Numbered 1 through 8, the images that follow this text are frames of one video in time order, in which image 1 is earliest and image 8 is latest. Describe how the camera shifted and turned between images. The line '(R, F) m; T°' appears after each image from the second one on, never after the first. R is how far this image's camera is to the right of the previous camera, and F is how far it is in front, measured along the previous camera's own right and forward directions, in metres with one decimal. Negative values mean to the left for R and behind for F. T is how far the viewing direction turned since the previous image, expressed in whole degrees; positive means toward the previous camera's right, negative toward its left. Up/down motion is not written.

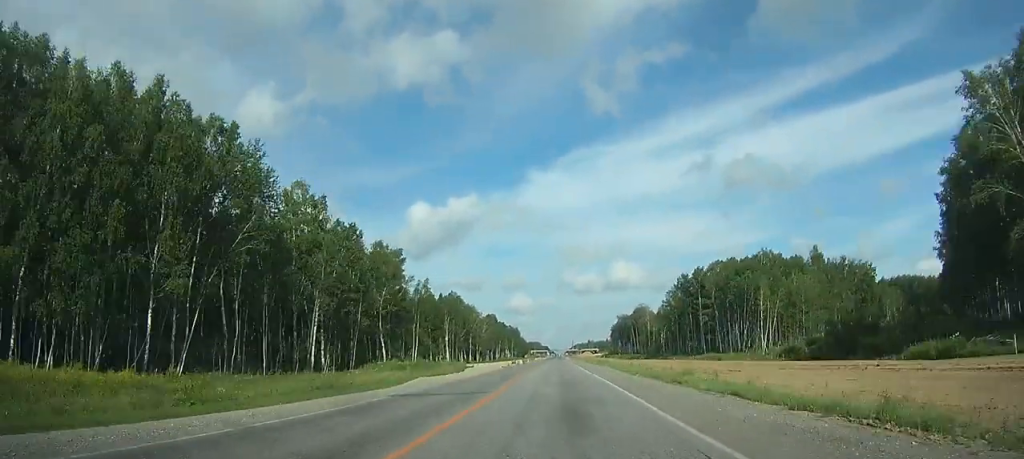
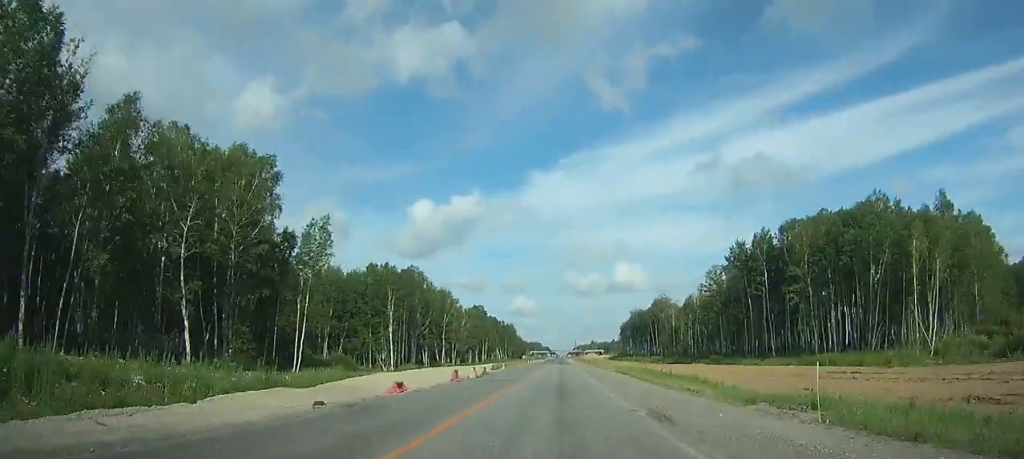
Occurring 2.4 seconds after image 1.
(0.0, +52.7) m; 0°
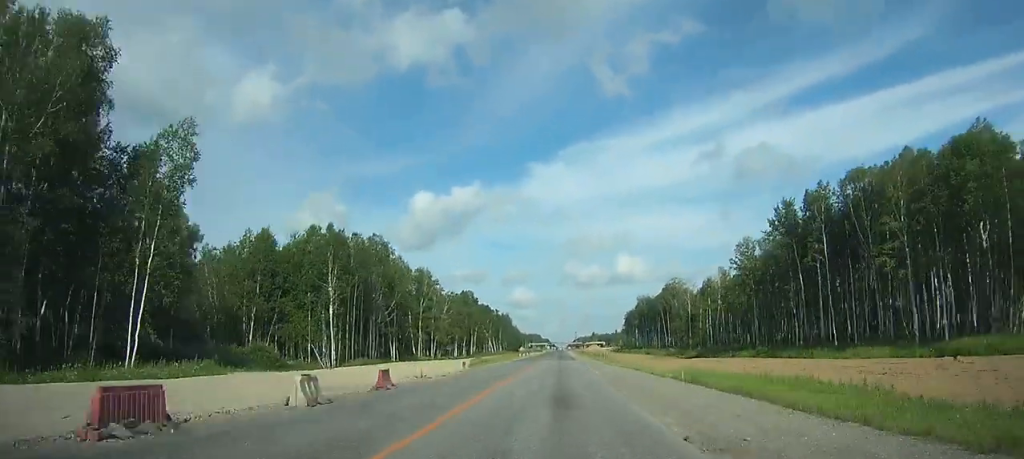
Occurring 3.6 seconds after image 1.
(0.0, +25.2) m; 0°
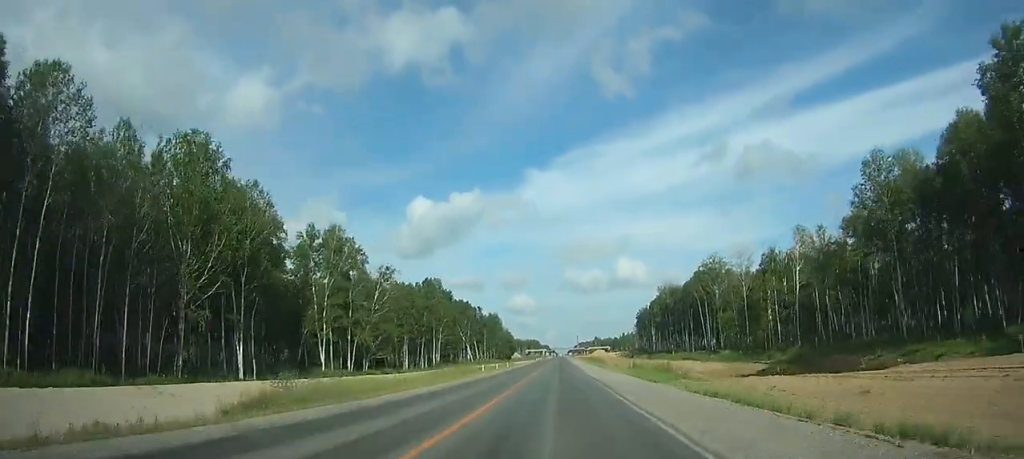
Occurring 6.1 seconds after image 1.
(+0.8, +47.5) m; +3°
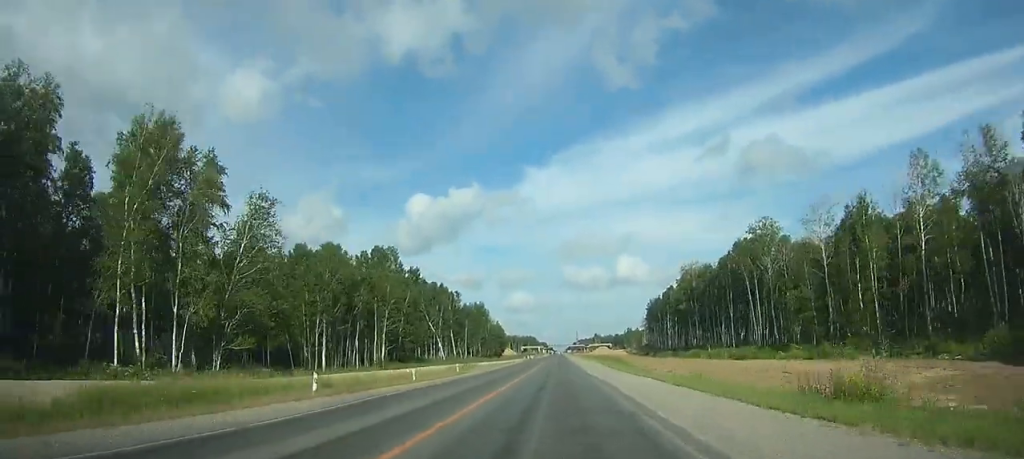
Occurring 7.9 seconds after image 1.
(+0.9, +32.6) m; +1°
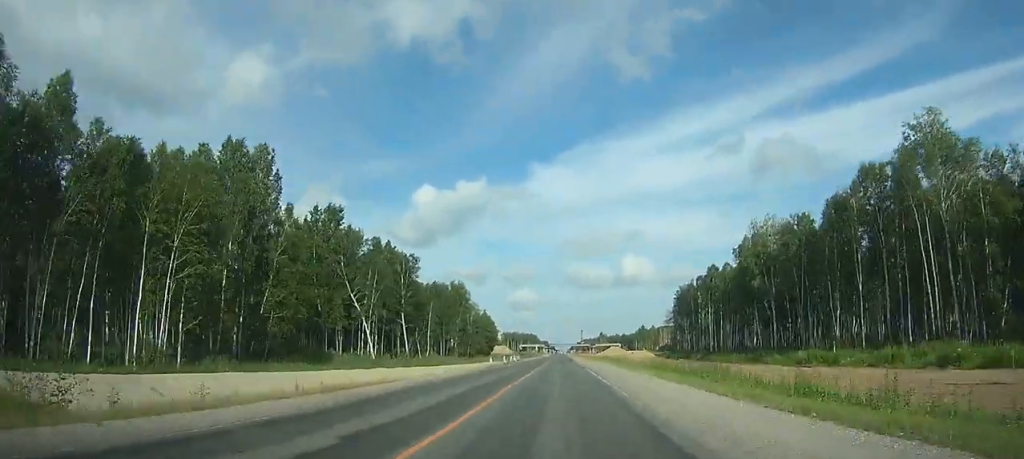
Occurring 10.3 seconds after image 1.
(-1.0, +47.1) m; -5°
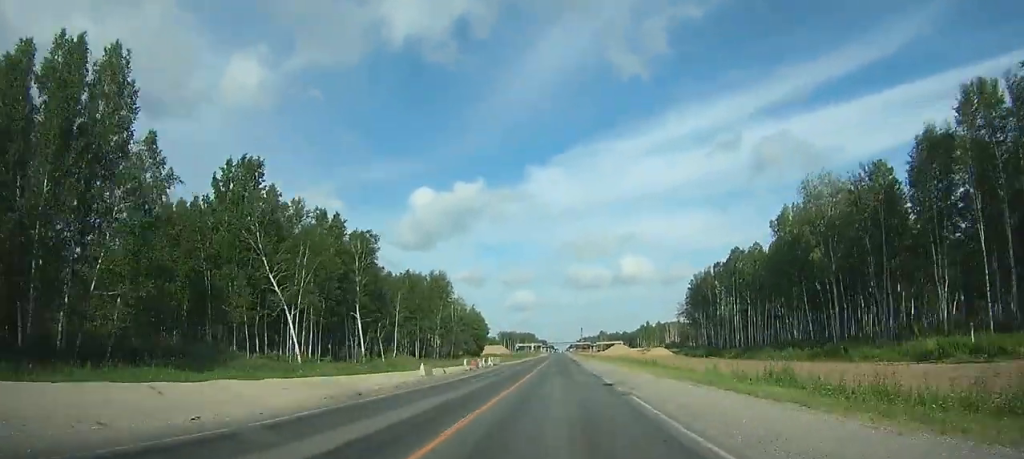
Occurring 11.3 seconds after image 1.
(-0.3, +23.3) m; -3°
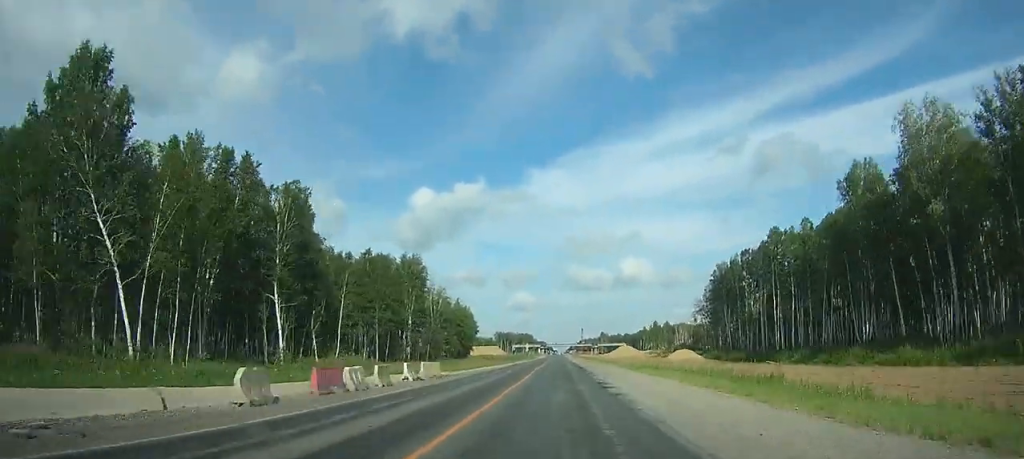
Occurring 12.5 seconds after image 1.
(-1.2, +30.1) m; 0°
